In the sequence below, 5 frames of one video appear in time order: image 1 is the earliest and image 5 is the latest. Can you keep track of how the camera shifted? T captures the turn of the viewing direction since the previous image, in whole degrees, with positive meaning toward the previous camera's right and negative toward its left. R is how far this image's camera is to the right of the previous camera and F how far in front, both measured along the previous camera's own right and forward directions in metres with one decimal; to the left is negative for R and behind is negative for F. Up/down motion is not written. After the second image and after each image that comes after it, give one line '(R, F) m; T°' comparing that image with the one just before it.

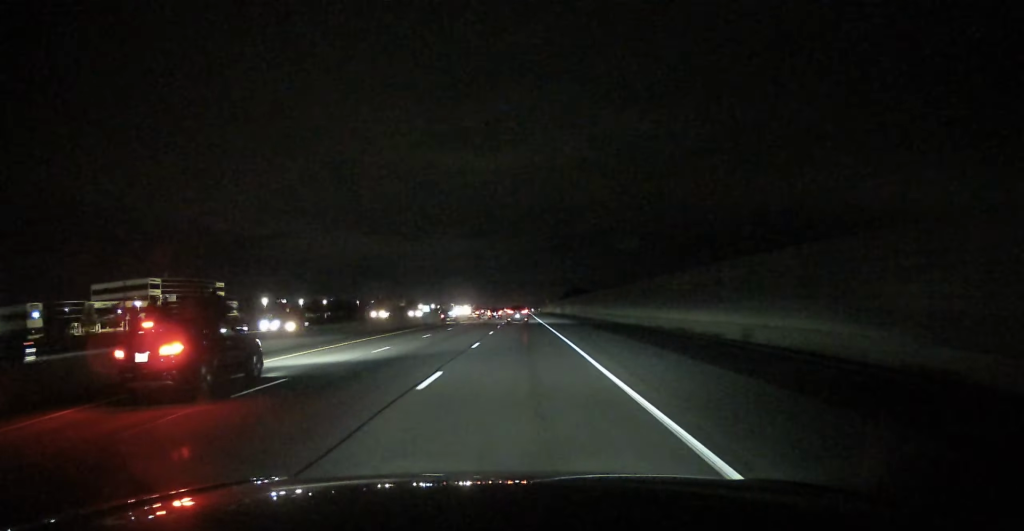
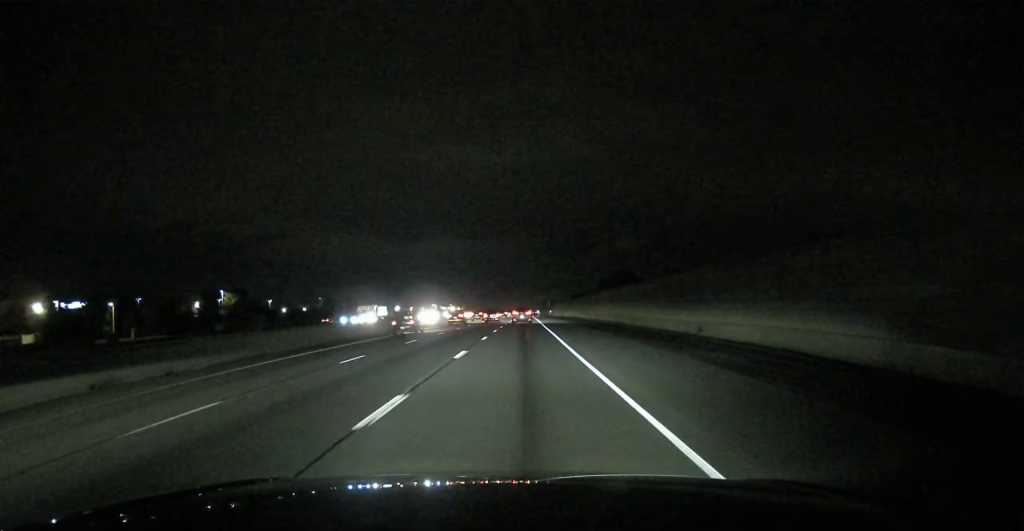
(0.0, +204.2) m; 0°
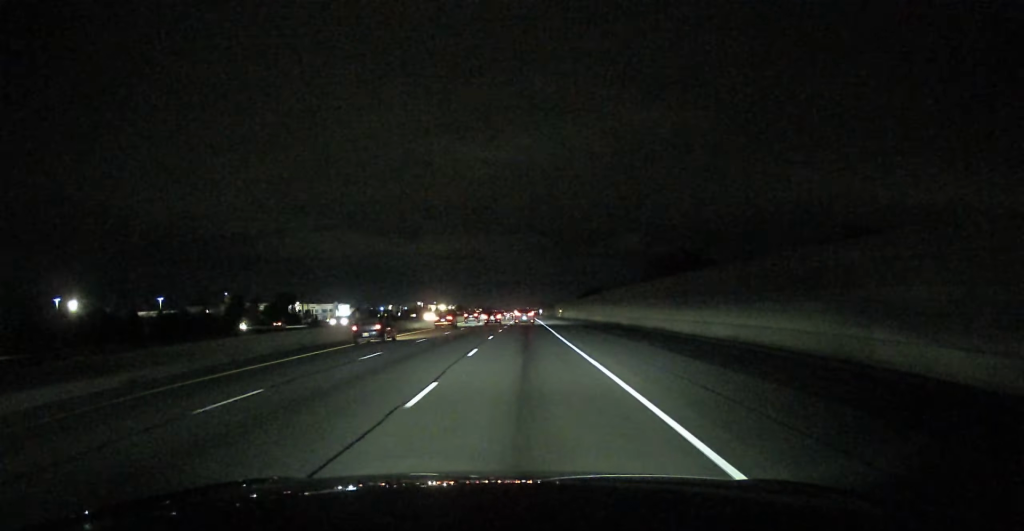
(-0.1, +92.4) m; 0°
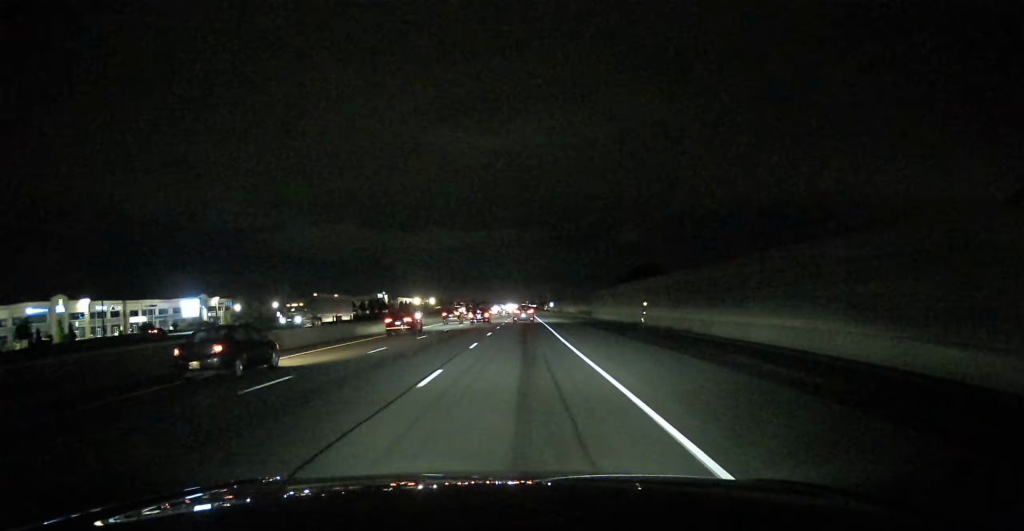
(+0.5, +162.5) m; 0°
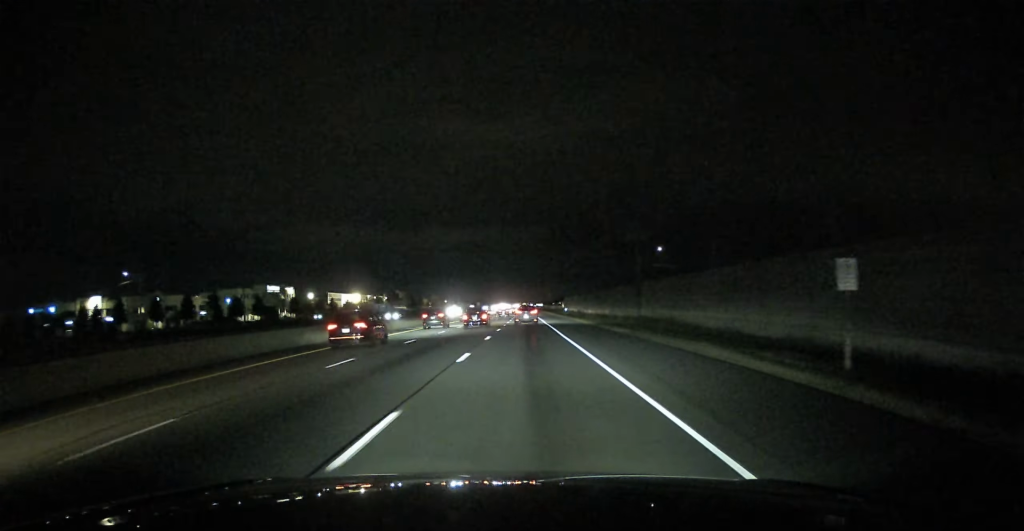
(-0.2, +191.6) m; 0°
